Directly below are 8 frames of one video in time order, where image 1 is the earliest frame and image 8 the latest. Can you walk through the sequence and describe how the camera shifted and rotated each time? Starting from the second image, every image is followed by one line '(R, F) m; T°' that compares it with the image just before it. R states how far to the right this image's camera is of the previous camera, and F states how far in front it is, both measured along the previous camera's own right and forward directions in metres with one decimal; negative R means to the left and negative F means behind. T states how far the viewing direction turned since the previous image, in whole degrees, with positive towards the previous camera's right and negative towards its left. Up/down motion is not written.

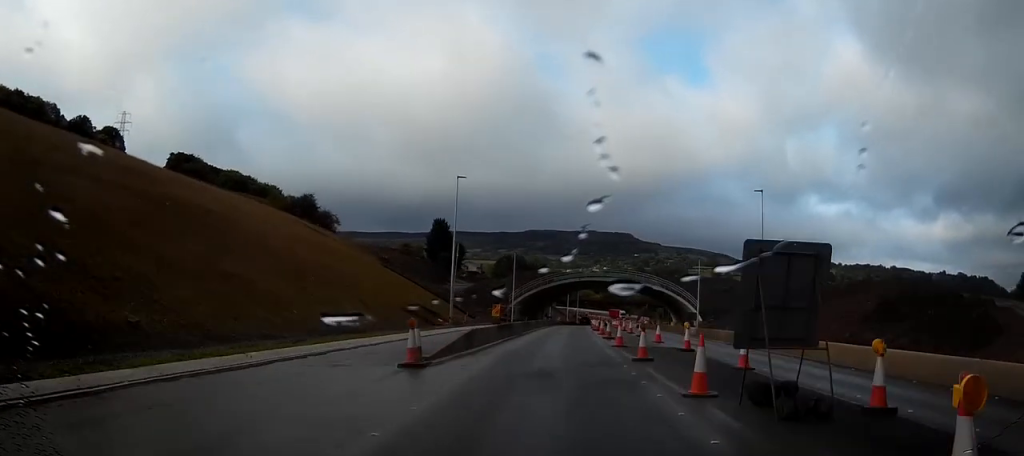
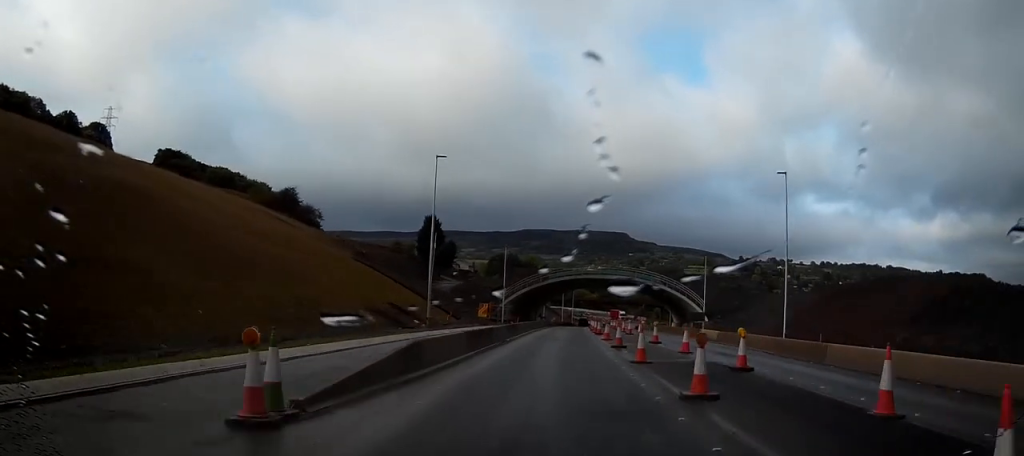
(+0.1, +8.4) m; +1°
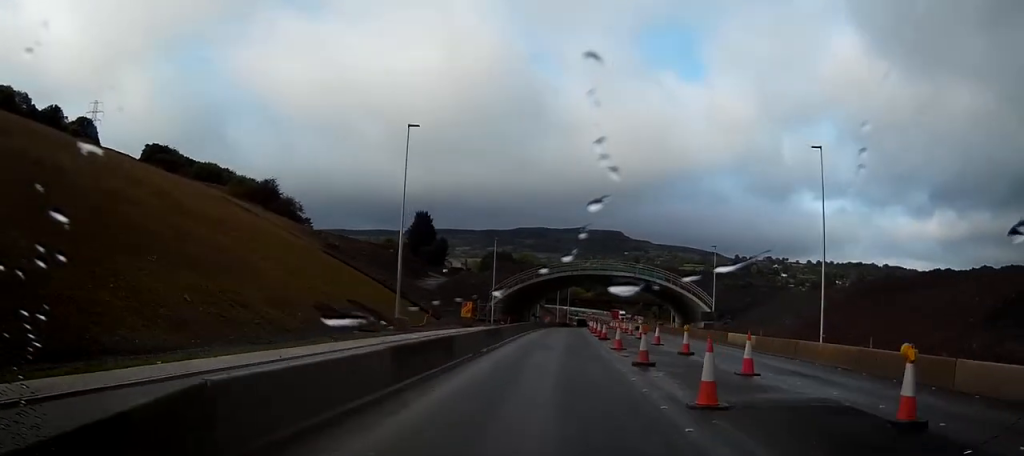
(0.0, +9.0) m; 0°
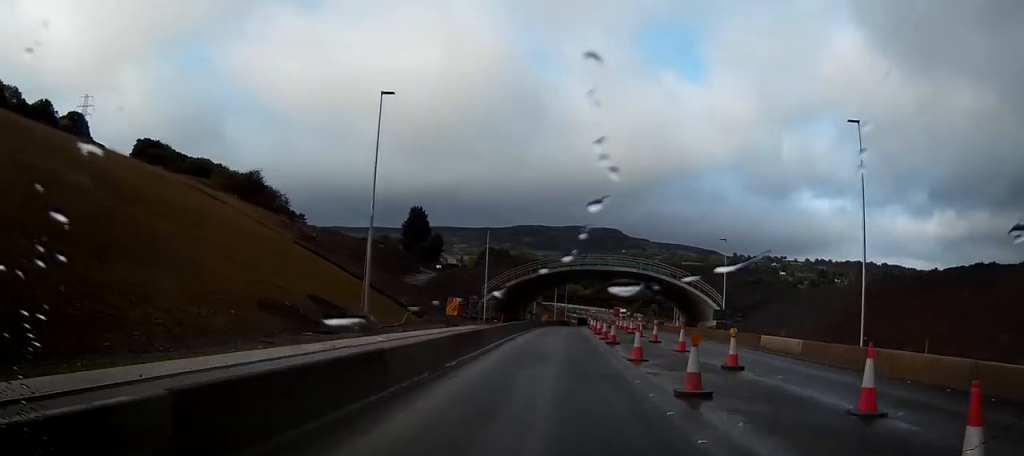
(+0.1, +6.8) m; 0°
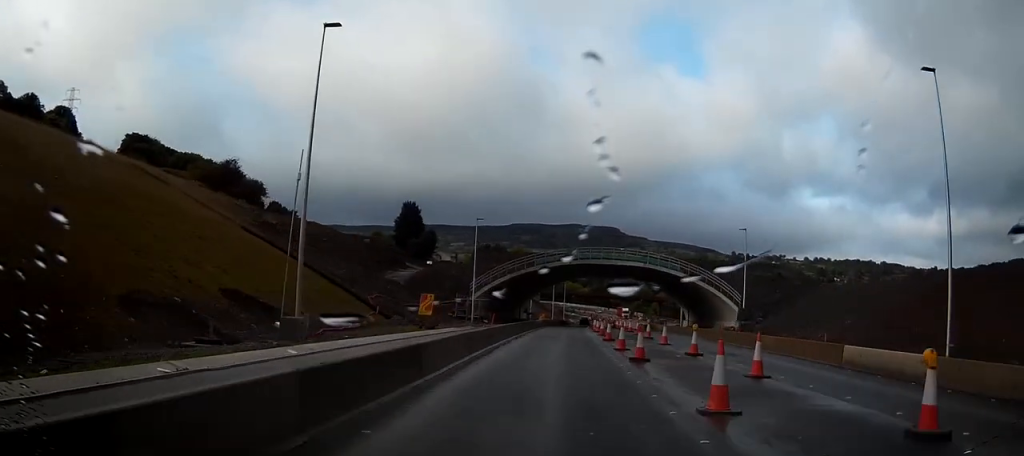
(+0.1, +9.9) m; 0°
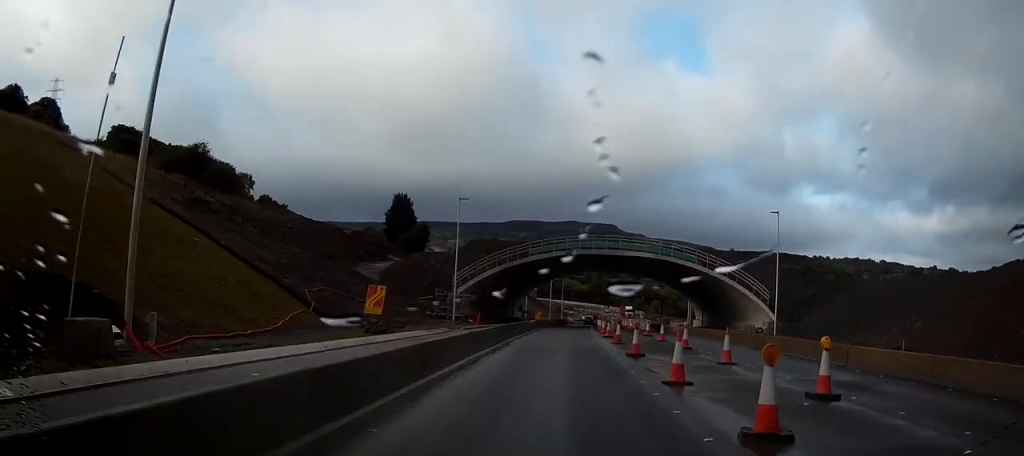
(0.0, +11.7) m; 0°
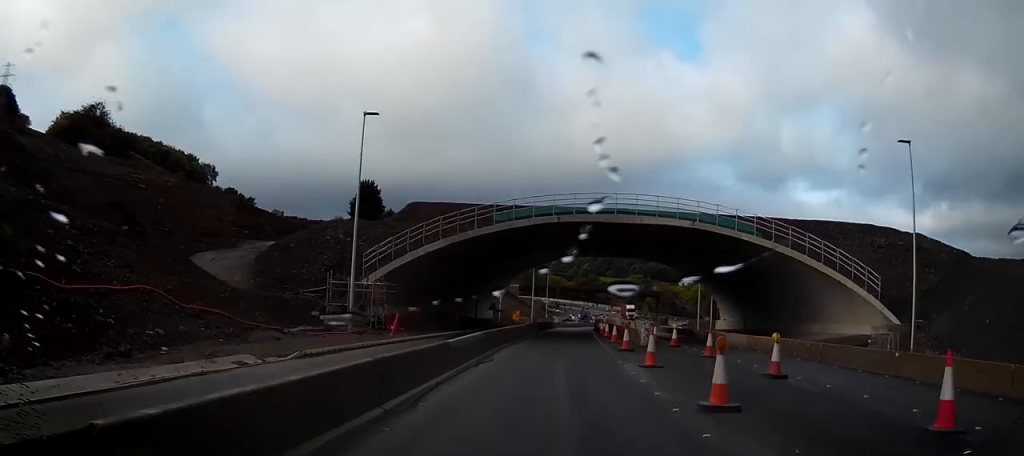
(+0.3, +27.5) m; +1°
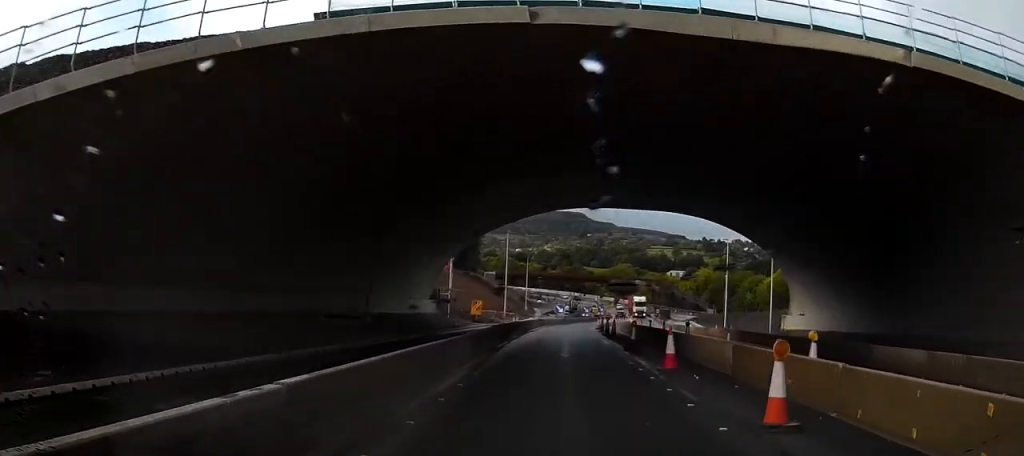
(0.0, +34.3) m; +2°
